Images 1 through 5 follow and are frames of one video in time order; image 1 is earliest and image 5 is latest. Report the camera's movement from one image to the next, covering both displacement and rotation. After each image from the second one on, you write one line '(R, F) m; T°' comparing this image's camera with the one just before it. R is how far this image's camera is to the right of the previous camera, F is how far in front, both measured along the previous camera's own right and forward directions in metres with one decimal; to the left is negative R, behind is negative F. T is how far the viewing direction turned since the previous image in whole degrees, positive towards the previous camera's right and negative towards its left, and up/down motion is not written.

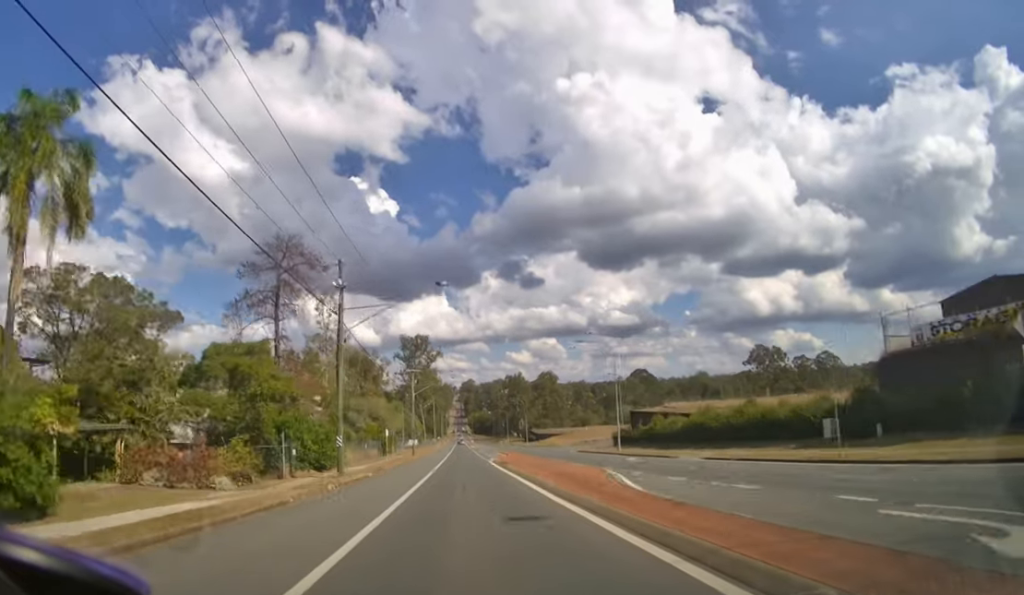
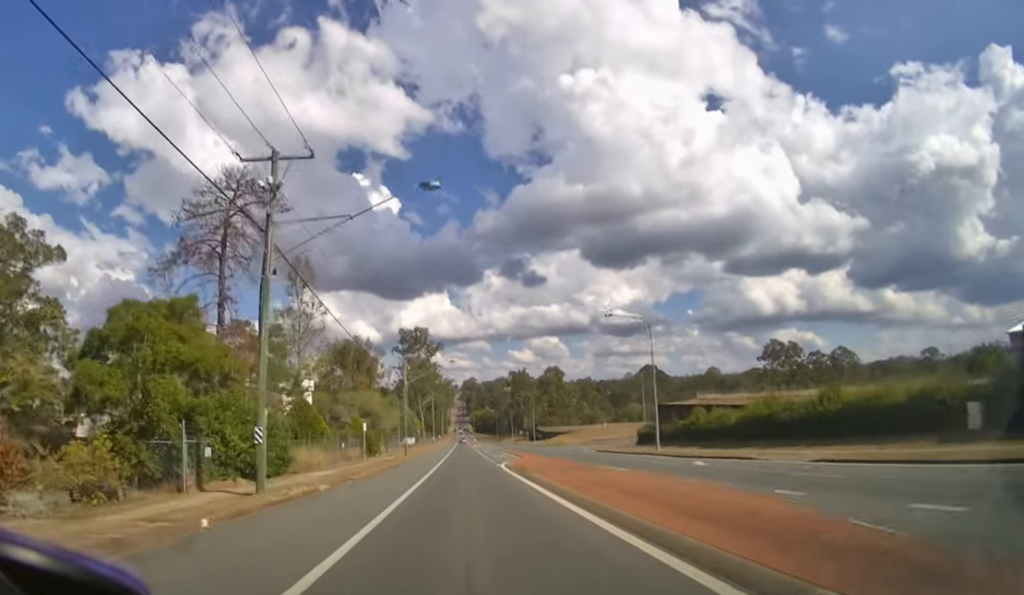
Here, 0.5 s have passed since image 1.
(+0.1, +9.9) m; 0°
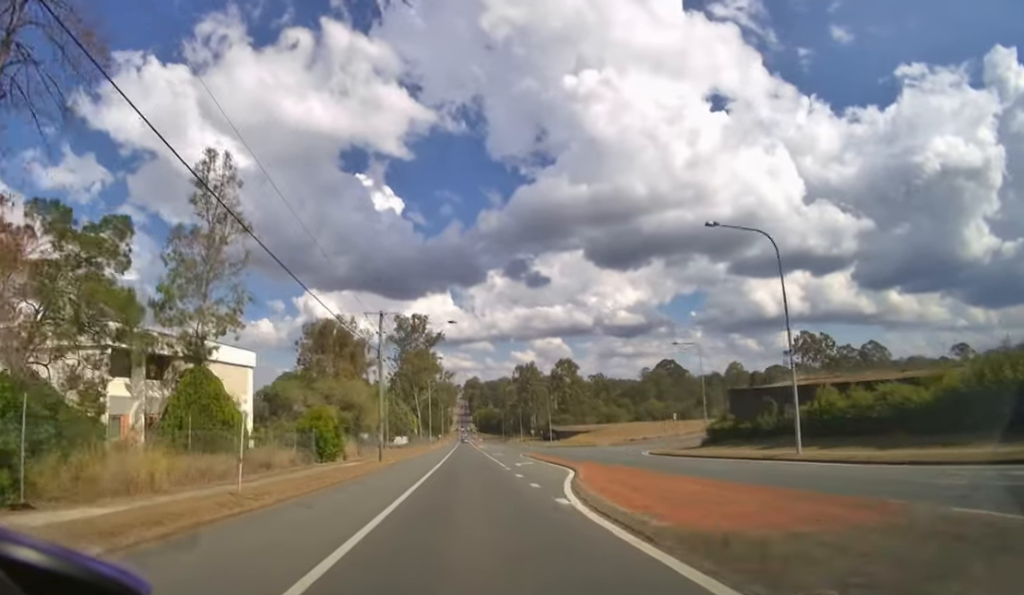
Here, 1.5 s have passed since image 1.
(-0.1, +17.1) m; 0°
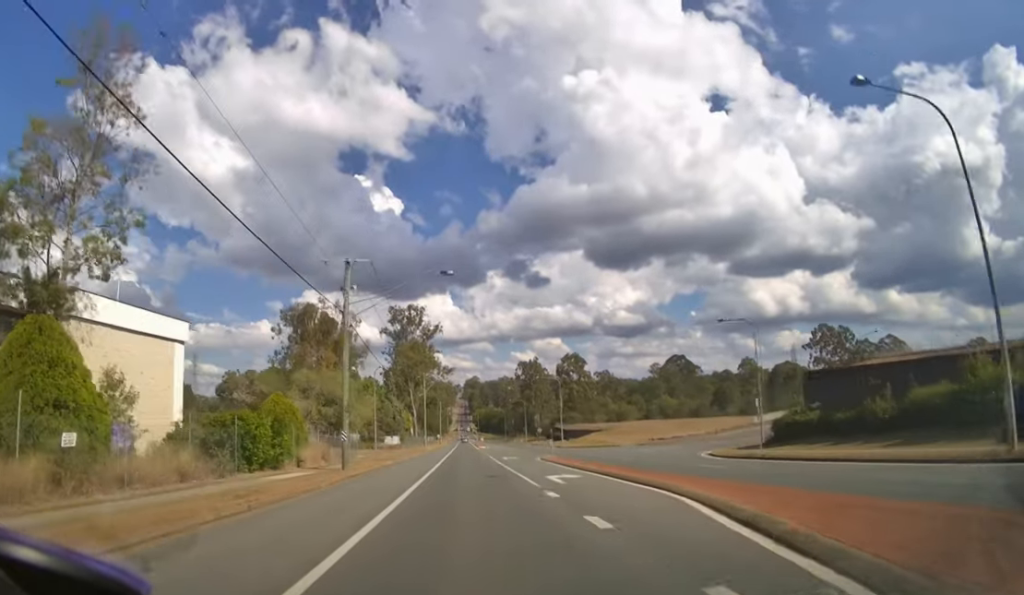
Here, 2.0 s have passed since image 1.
(0.0, +9.6) m; 0°
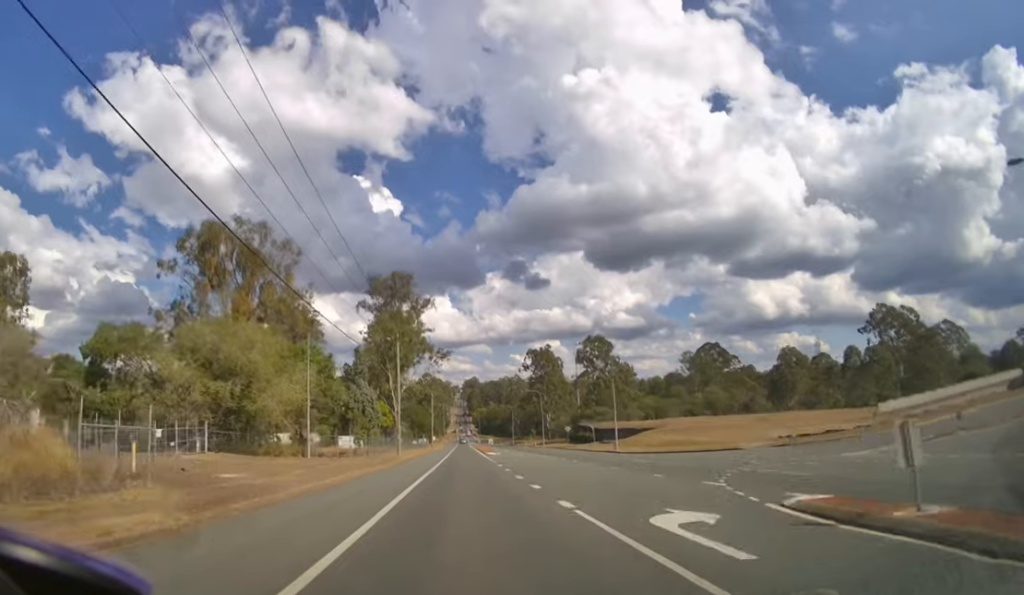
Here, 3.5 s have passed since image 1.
(+0.1, +26.7) m; 0°
